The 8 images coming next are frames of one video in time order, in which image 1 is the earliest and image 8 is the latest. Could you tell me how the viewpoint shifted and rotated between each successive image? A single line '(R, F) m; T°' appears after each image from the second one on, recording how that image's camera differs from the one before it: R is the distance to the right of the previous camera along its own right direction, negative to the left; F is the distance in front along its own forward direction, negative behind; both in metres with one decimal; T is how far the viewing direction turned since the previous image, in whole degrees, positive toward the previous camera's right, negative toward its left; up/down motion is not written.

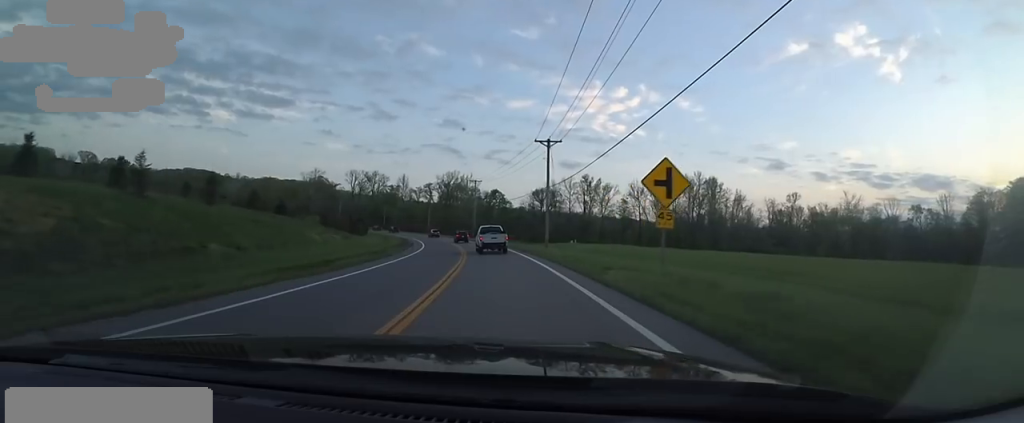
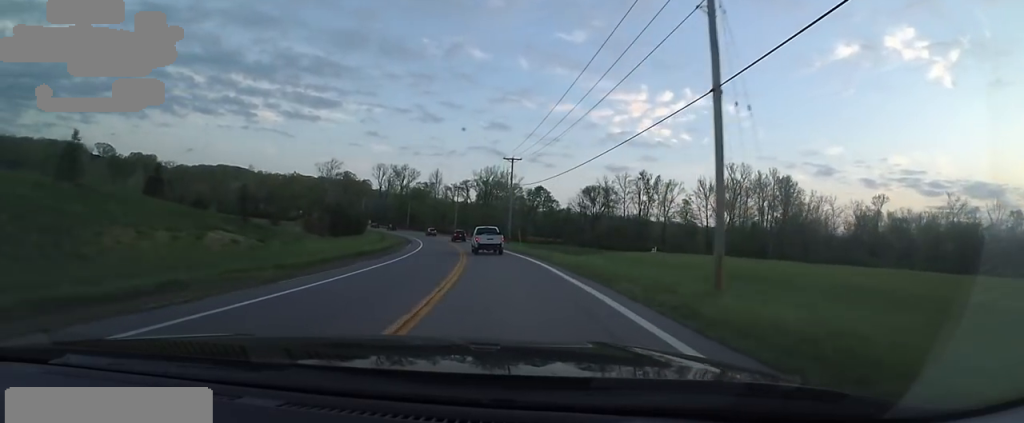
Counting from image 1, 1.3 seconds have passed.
(-2.8, +29.5) m; -6°
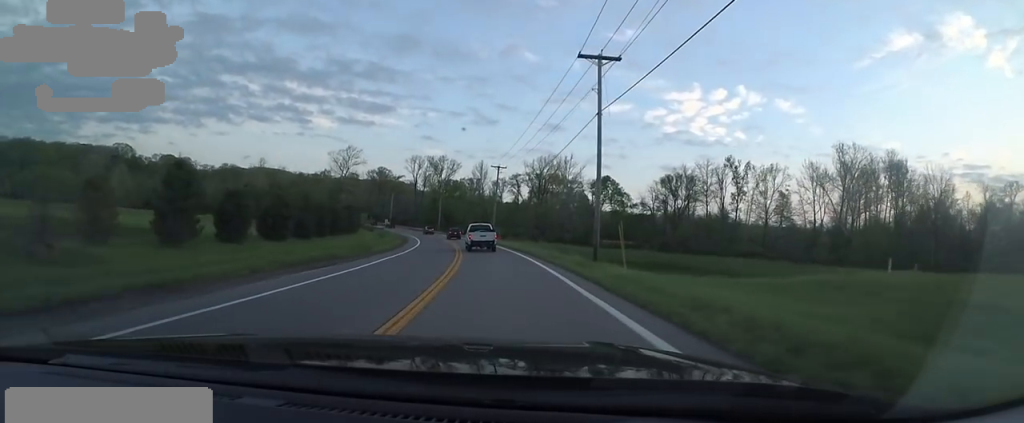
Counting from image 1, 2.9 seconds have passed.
(-0.3, +36.0) m; -5°
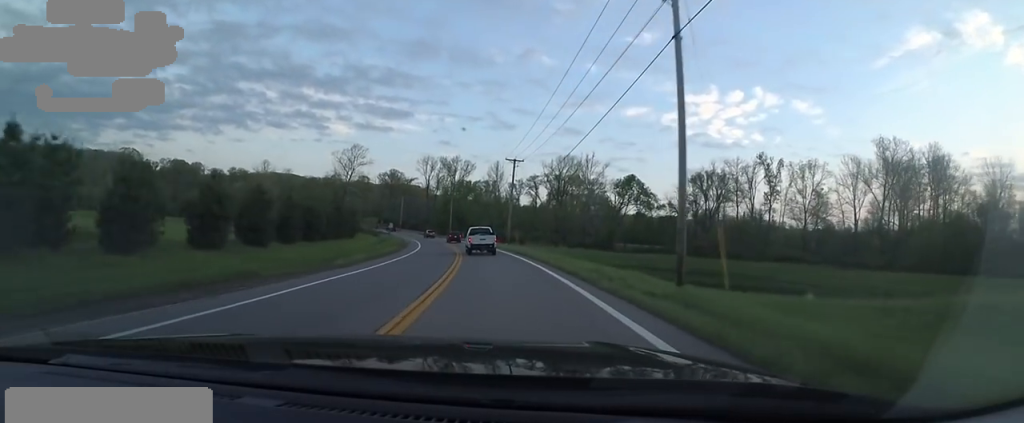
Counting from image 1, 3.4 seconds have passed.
(-0.6, +10.2) m; -3°
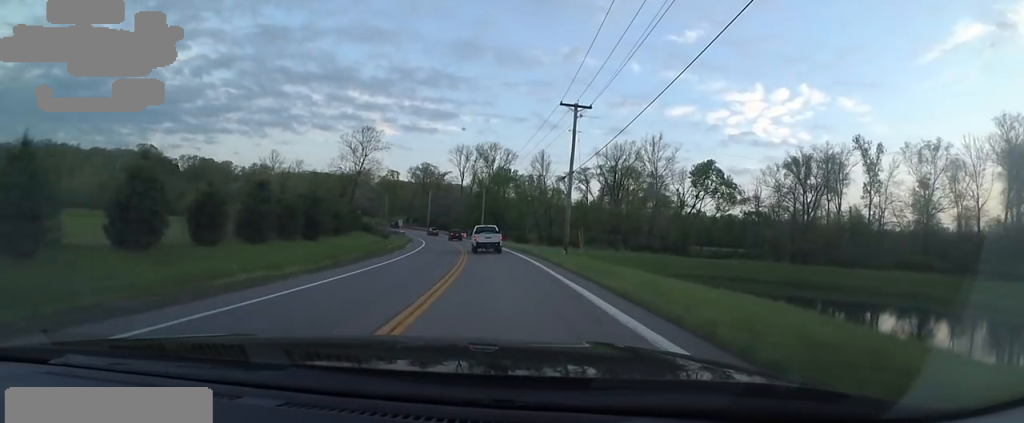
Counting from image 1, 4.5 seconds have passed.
(-1.9, +25.4) m; -6°
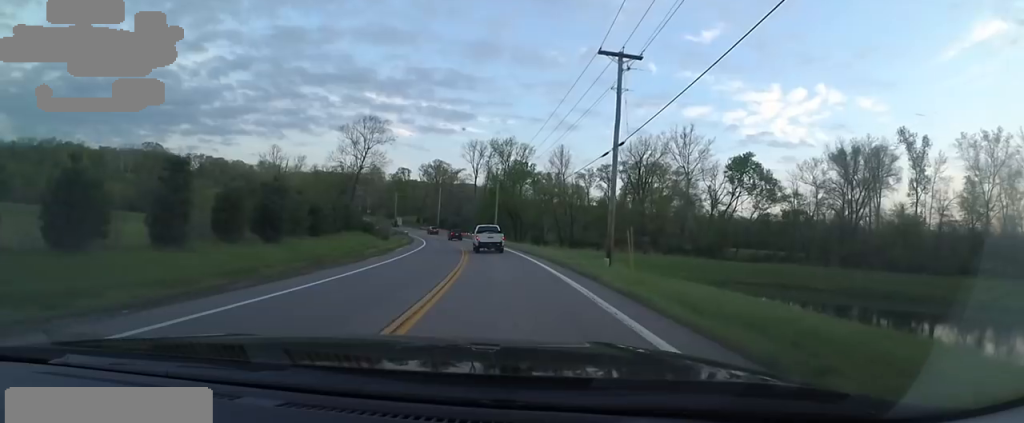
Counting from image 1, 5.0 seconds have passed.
(+0.1, +10.1) m; -1°
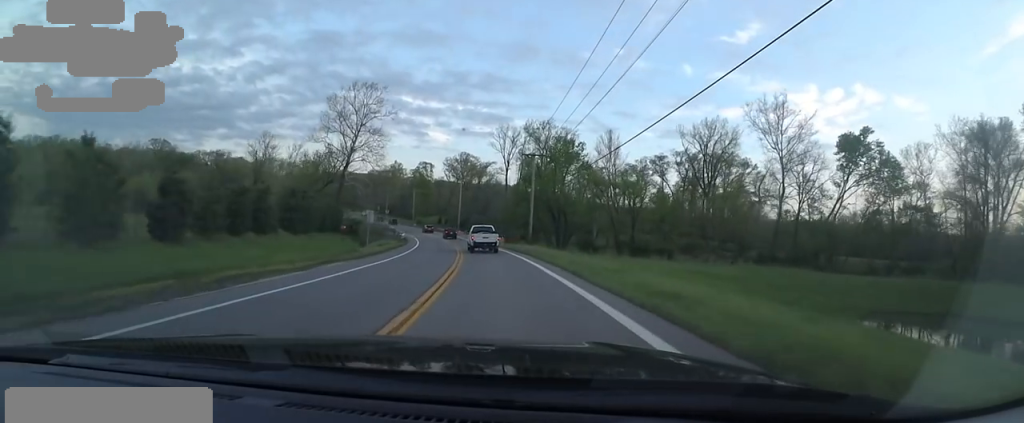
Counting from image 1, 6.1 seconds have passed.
(-1.0, +25.4) m; -4°
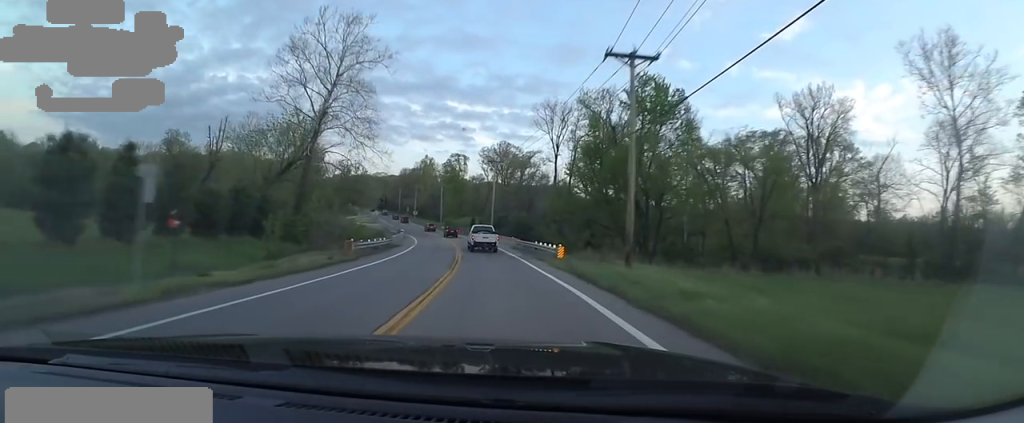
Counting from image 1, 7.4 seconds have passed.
(-1.4, +28.0) m; -6°
